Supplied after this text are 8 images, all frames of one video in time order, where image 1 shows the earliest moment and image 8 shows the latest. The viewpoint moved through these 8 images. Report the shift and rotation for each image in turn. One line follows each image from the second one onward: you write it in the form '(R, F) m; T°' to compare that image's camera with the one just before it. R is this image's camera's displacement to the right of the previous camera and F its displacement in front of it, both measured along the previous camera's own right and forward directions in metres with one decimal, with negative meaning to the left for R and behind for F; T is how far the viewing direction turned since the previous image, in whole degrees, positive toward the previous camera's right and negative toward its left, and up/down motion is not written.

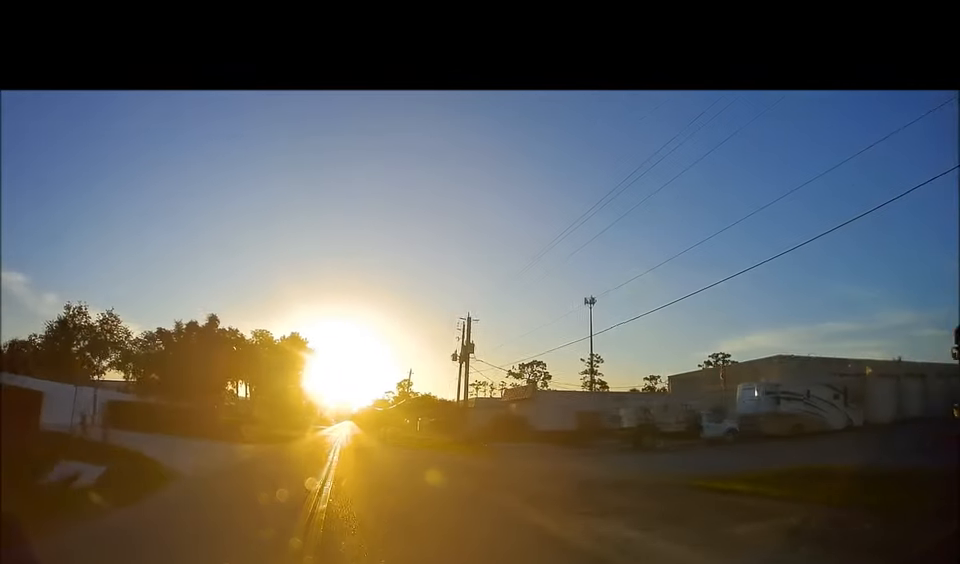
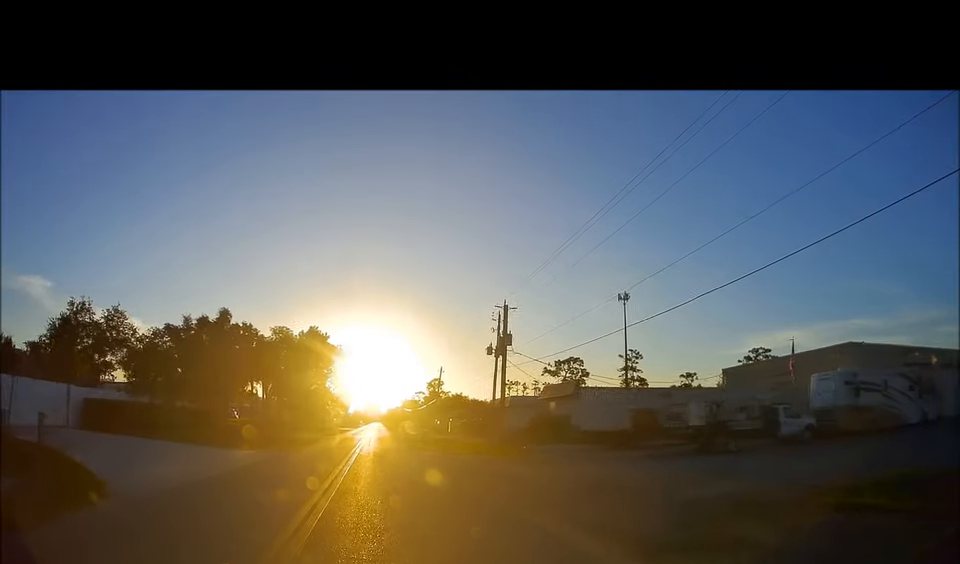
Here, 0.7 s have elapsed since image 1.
(-0.2, +5.1) m; -6°
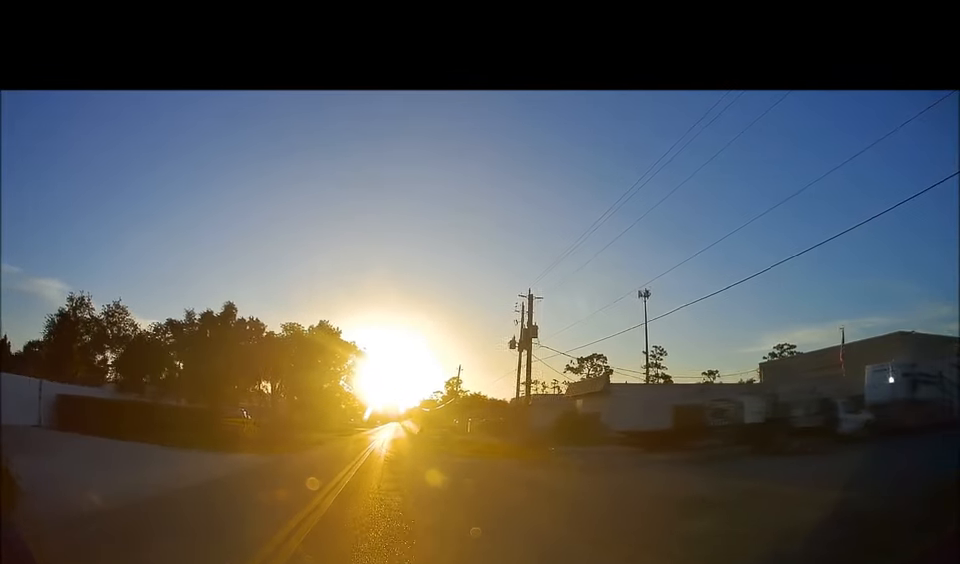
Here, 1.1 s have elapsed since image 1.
(0.0, +3.1) m; -4°
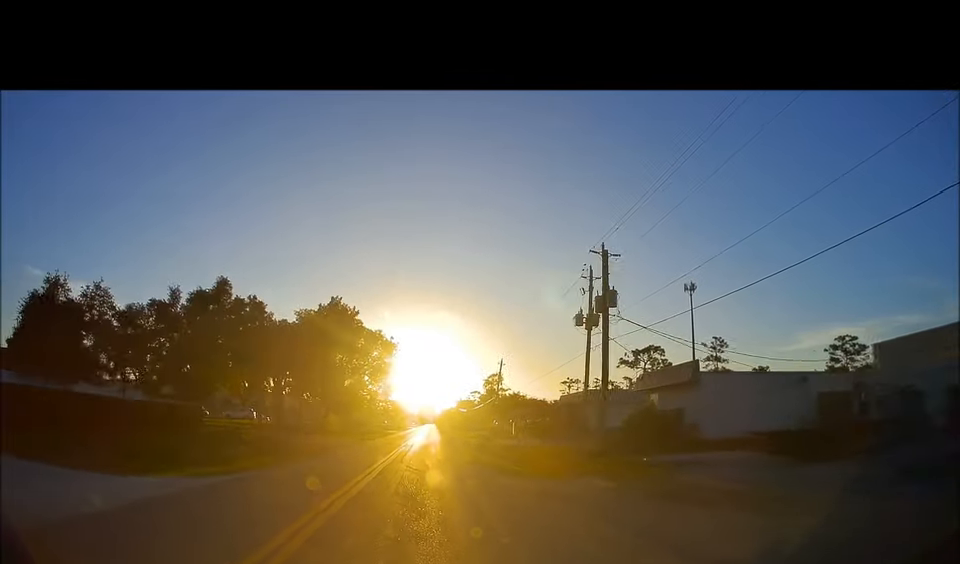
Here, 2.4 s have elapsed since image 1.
(-0.9, +8.4) m; -8°
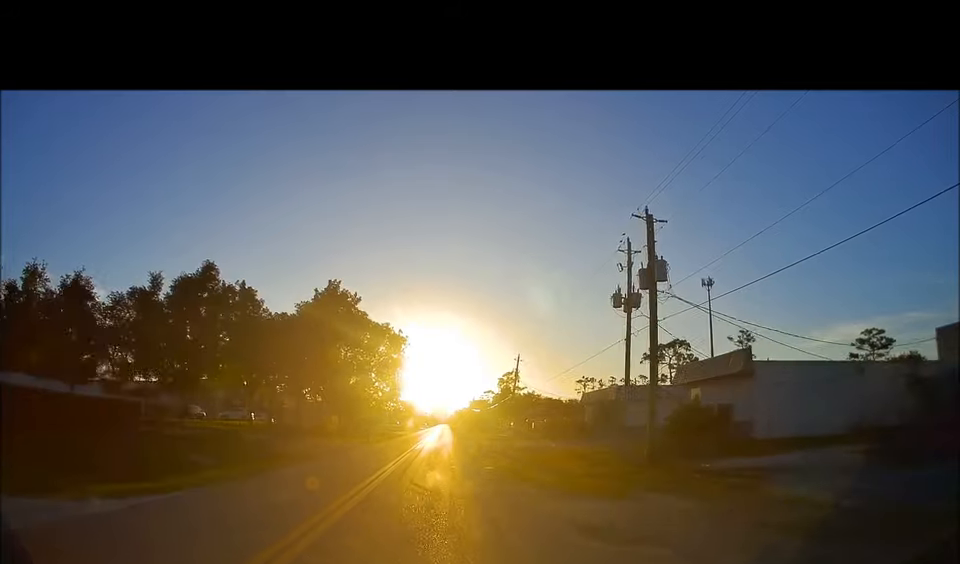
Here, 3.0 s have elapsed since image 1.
(0.0, +4.4) m; 0°
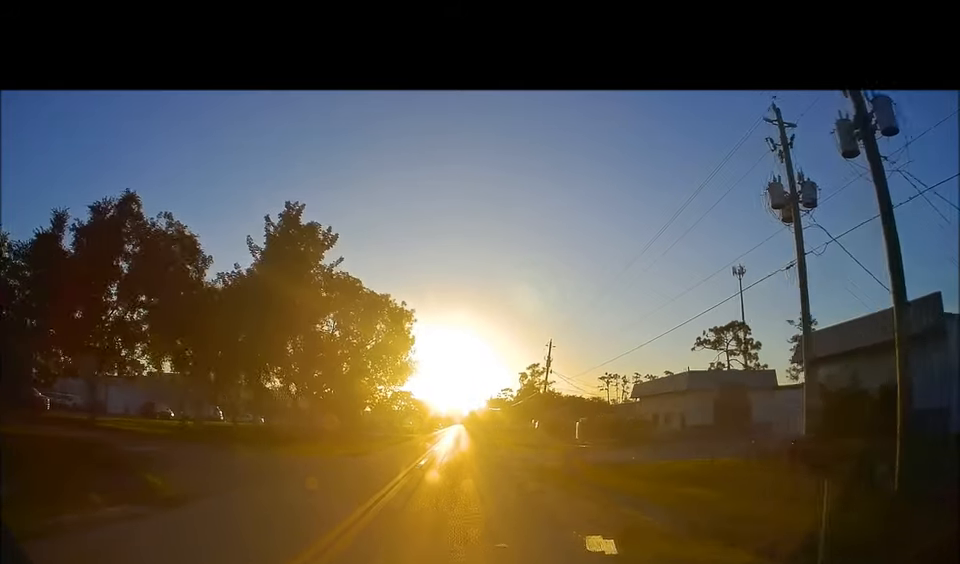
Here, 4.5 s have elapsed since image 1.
(-0.1, +11.7) m; -4°
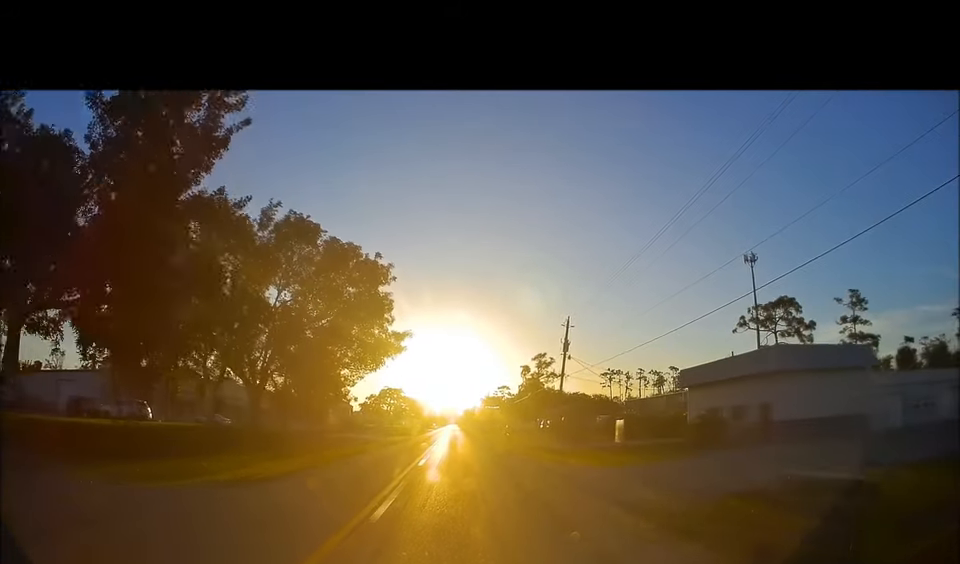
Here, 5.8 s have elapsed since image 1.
(-0.2, +11.2) m; +2°
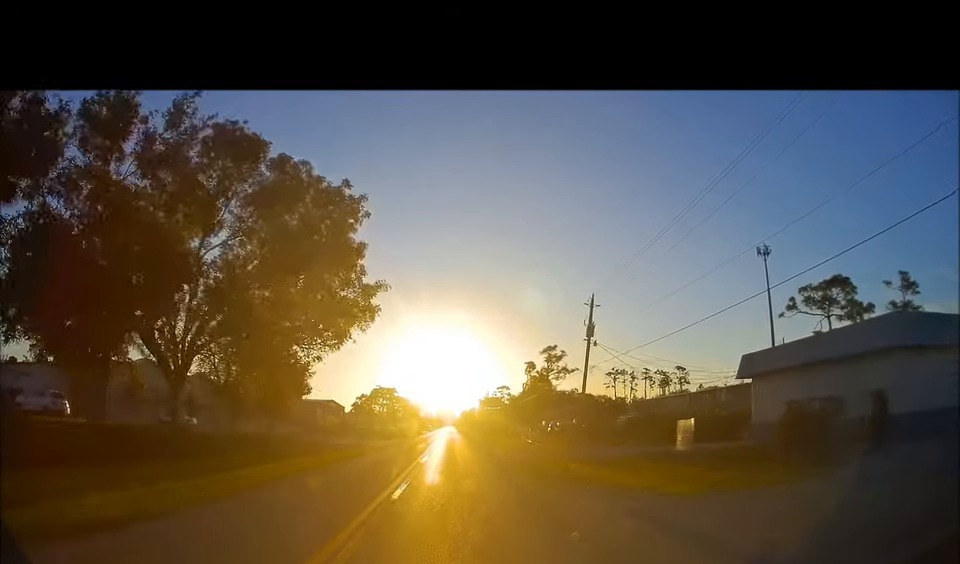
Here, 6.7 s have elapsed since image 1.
(+0.3, +8.8) m; +1°
